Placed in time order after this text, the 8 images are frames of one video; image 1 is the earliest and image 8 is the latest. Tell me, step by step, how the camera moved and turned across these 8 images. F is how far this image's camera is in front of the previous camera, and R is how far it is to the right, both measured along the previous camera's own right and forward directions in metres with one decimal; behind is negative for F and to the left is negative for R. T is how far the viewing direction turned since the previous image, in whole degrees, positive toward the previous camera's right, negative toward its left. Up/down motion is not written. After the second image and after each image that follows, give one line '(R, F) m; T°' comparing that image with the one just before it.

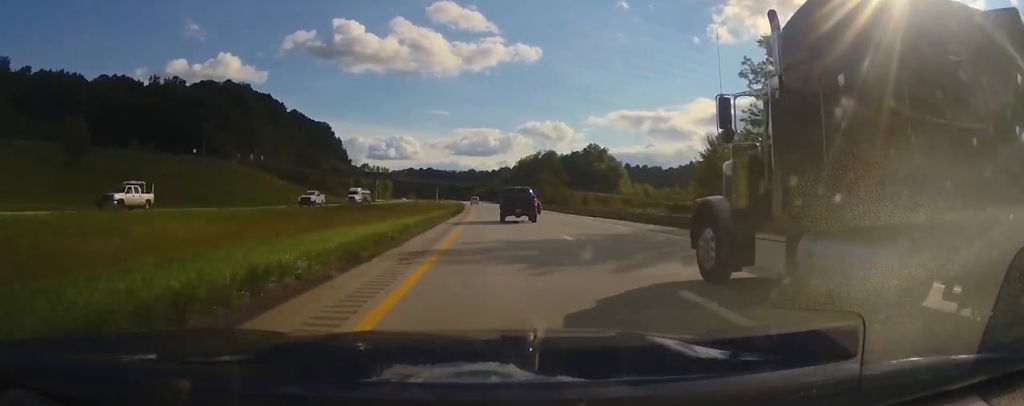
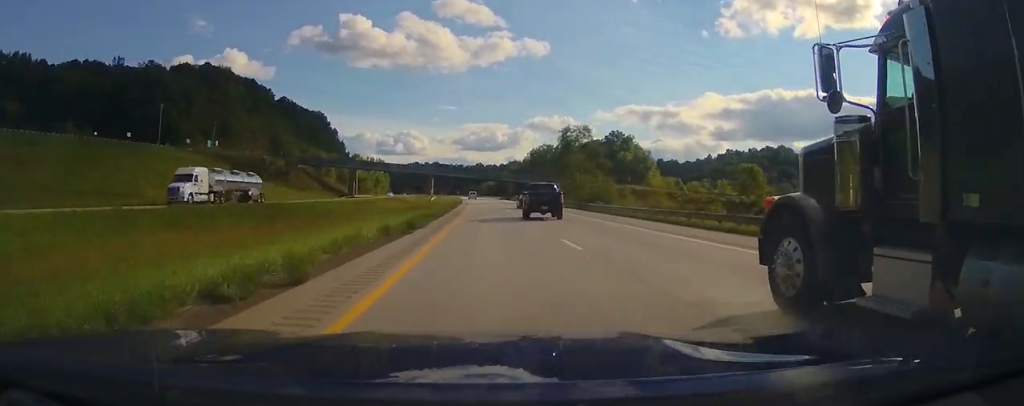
(-0.1, +40.4) m; -2°
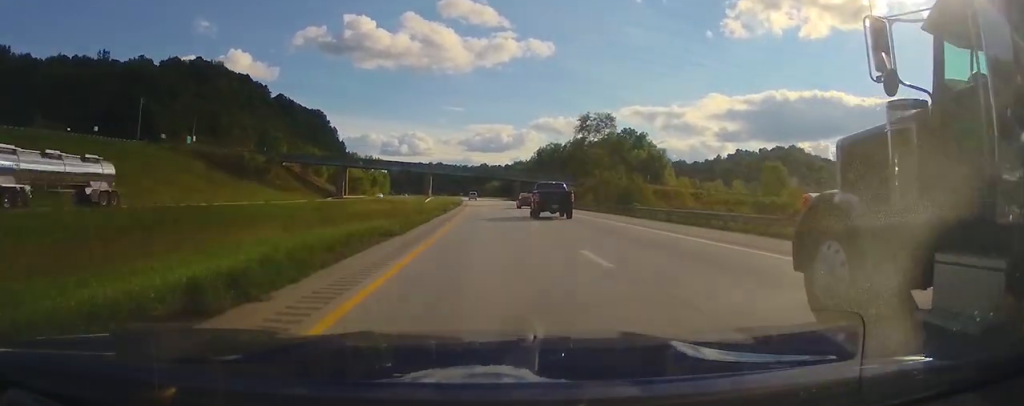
(-0.4, +16.1) m; -1°
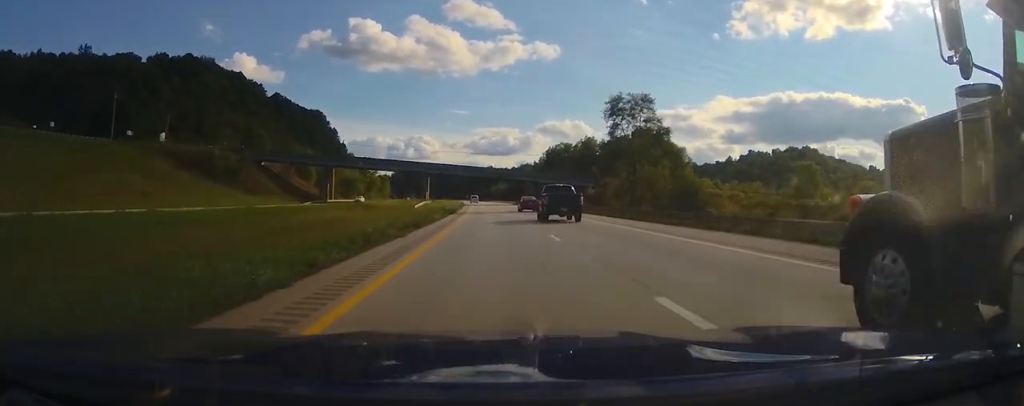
(-0.4, +18.4) m; -1°
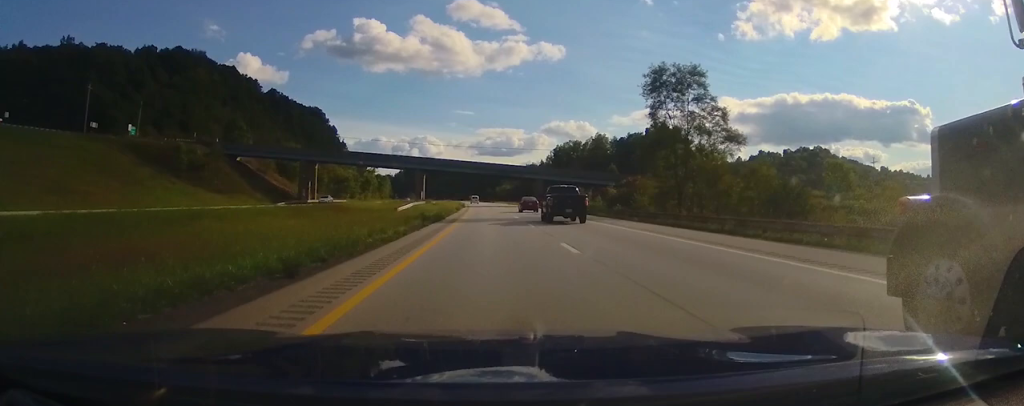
(0.0, +15.8) m; -1°
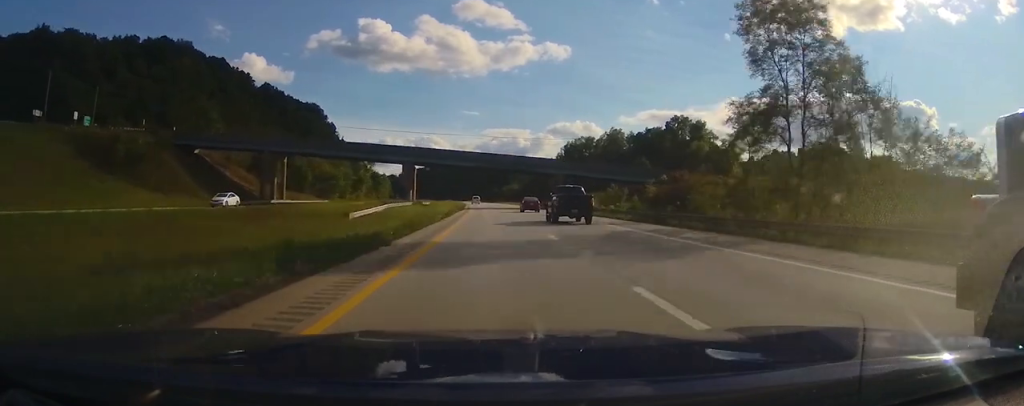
(+0.1, +20.3) m; -1°
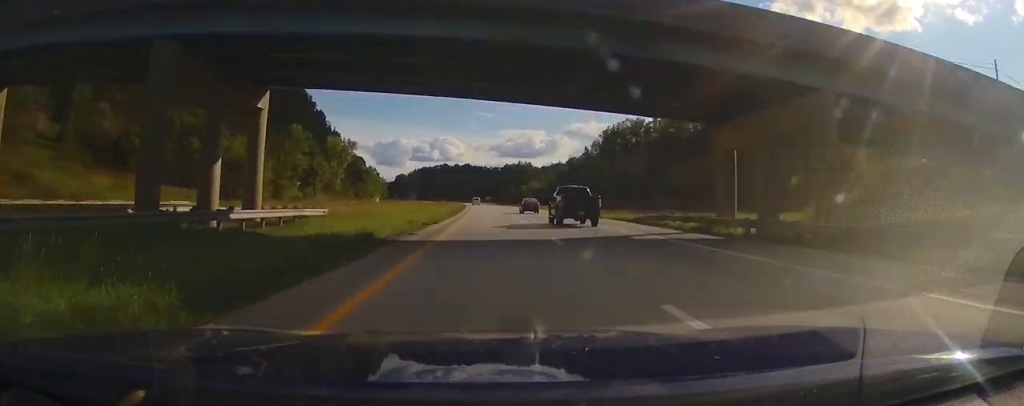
(-1.1, +62.8) m; -1°
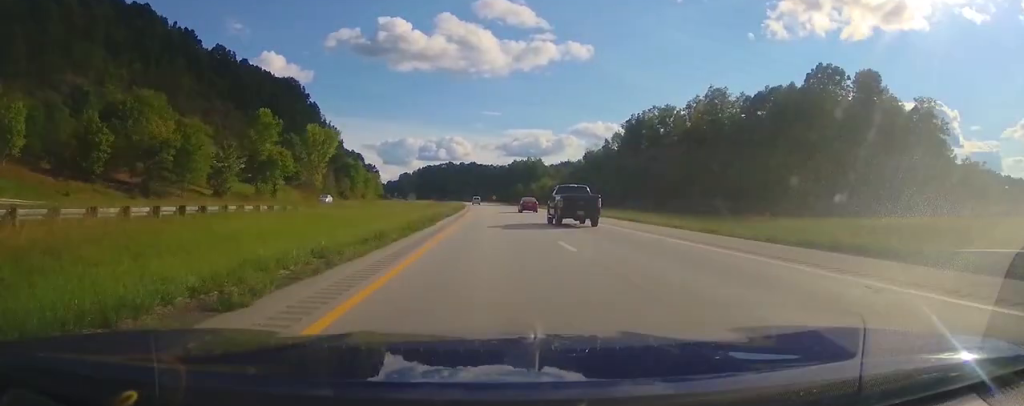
(0.0, +26.9) m; 0°
